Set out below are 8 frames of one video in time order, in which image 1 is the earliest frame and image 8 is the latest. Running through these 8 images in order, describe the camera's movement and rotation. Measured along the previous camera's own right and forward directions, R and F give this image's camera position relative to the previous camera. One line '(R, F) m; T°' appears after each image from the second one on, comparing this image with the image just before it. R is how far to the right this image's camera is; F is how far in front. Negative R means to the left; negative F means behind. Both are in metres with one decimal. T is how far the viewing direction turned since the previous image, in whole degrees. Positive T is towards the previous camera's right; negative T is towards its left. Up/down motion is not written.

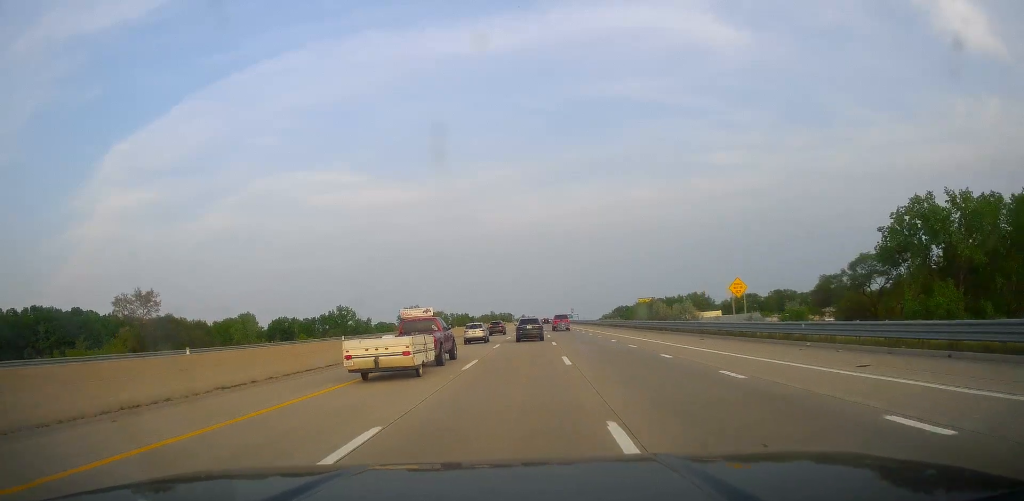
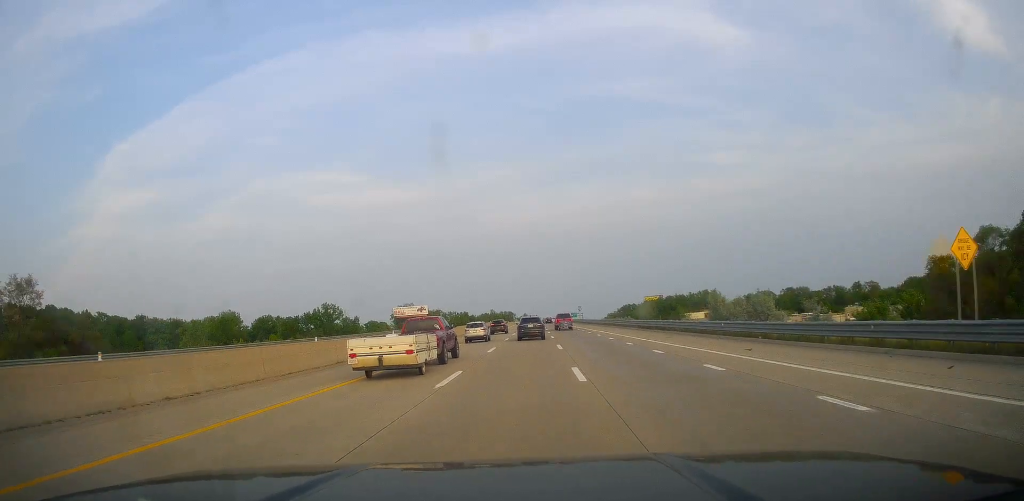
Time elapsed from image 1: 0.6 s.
(-0.1, +20.8) m; 0°
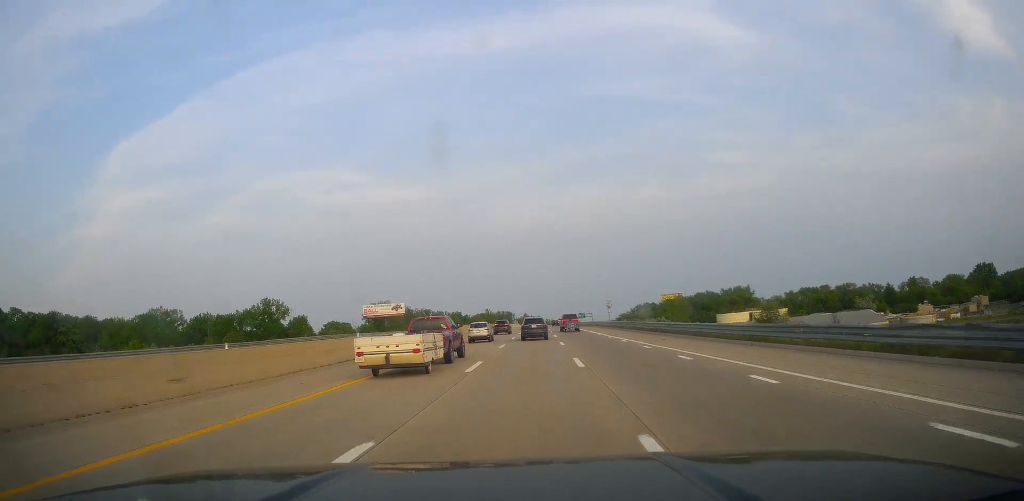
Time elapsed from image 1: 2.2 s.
(-0.4, +56.7) m; -1°
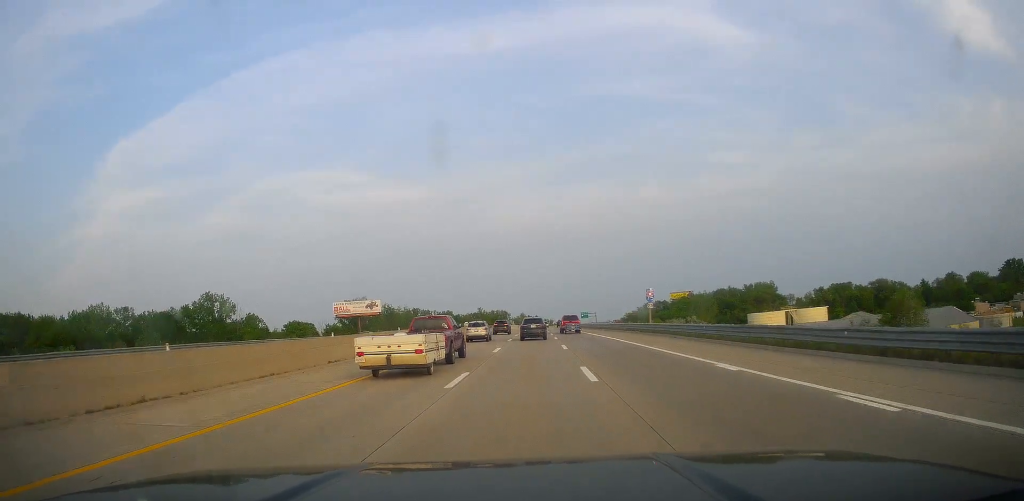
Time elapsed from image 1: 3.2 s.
(-0.6, +34.7) m; 0°
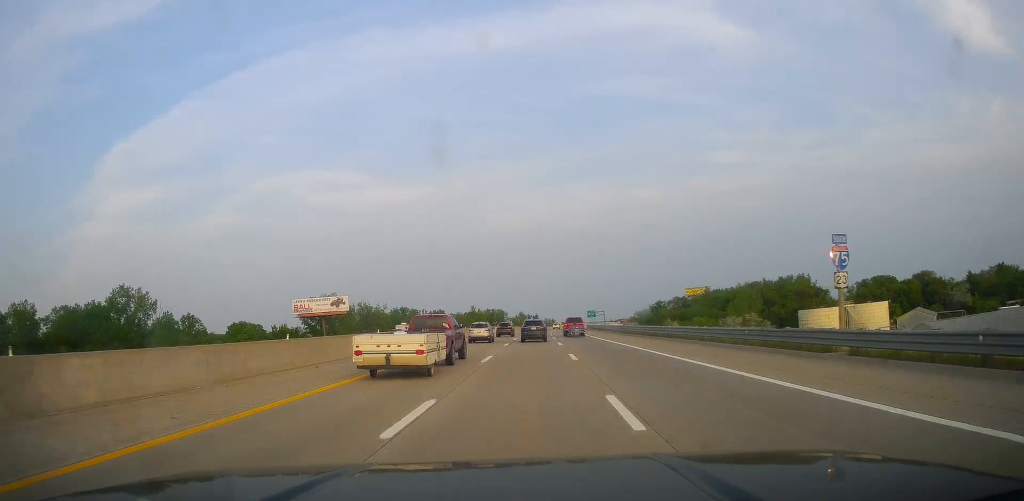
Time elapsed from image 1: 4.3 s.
(+0.7, +37.0) m; +2°
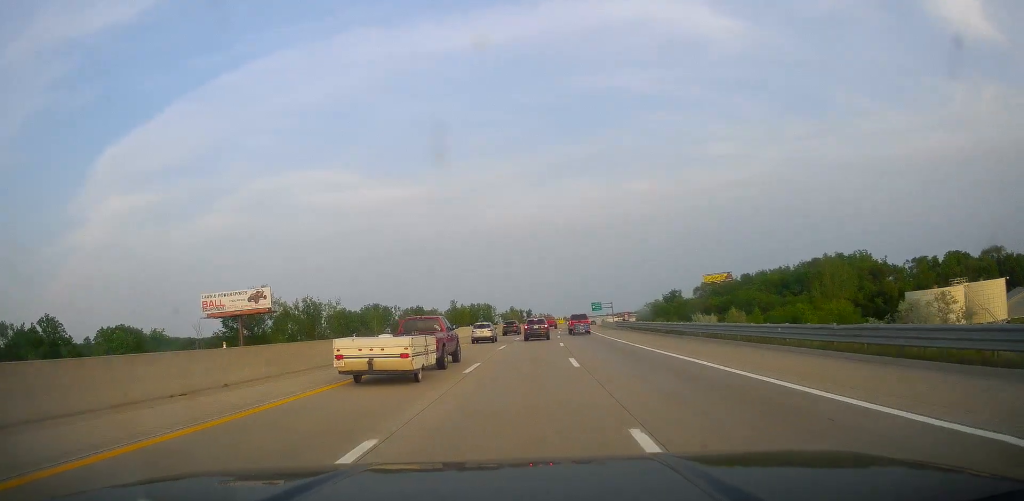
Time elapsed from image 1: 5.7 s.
(+0.1, +49.8) m; 0°
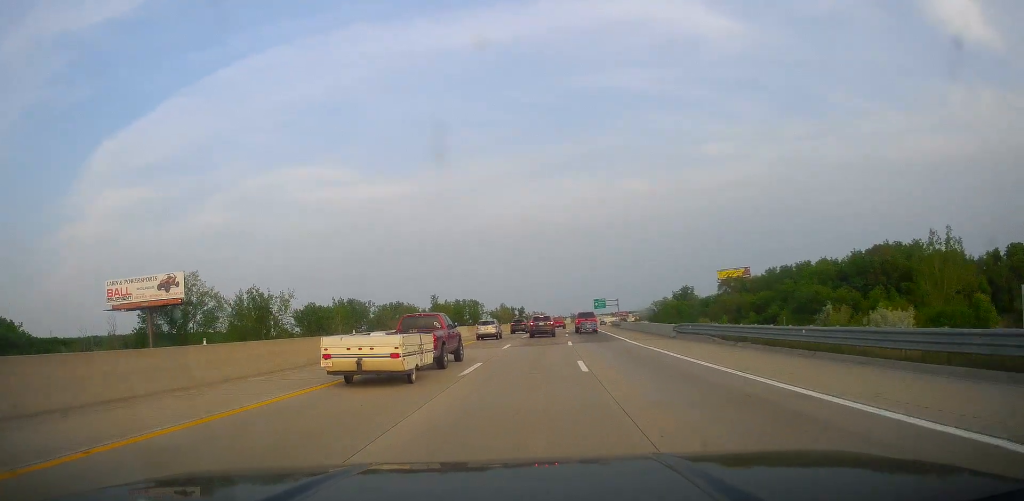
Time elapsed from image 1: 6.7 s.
(-0.1, +32.4) m; 0°
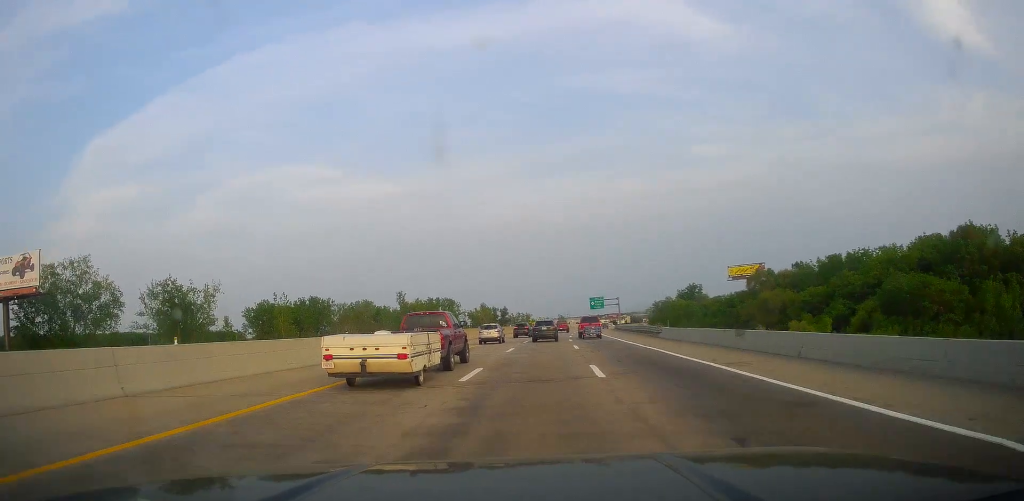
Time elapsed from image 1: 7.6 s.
(+0.2, +32.5) m; +1°
